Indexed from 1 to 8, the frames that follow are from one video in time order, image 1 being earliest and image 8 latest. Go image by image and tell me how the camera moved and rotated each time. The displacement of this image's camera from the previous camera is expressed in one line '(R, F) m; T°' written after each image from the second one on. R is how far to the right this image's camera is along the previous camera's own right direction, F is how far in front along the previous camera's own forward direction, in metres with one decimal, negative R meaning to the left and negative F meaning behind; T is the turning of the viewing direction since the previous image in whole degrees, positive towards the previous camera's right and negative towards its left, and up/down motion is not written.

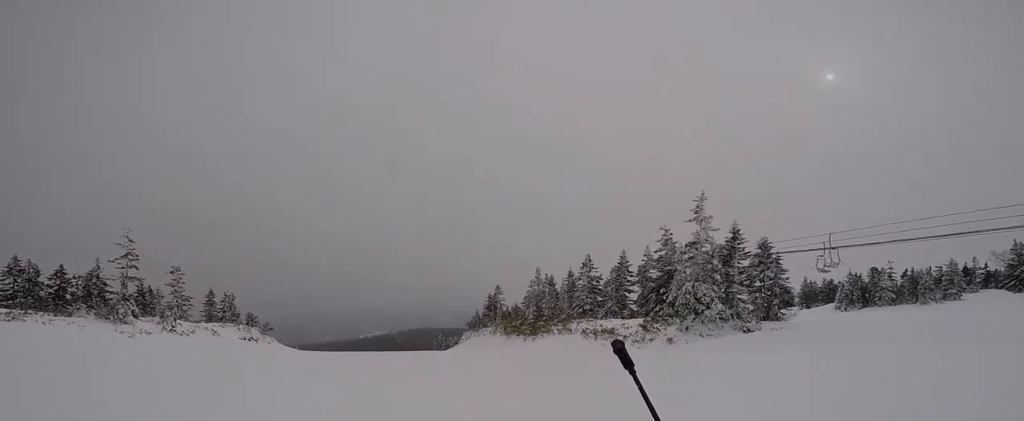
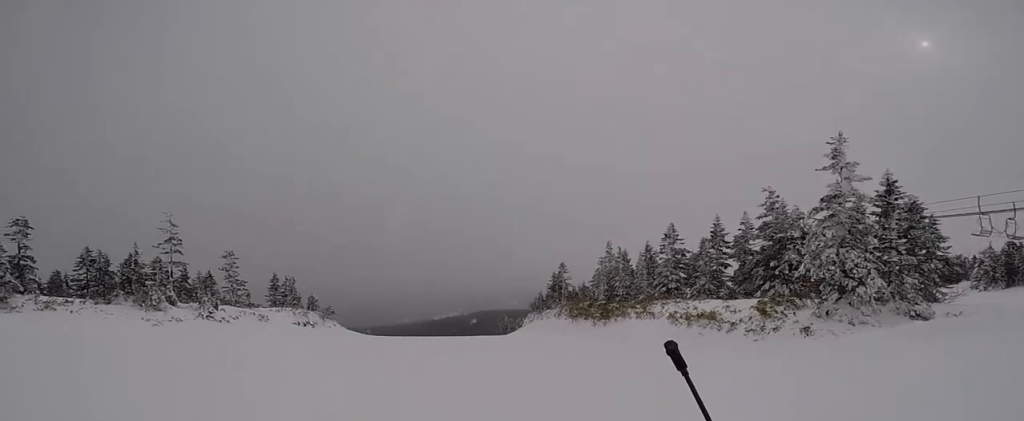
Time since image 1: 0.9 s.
(-0.1, +5.1) m; -3°
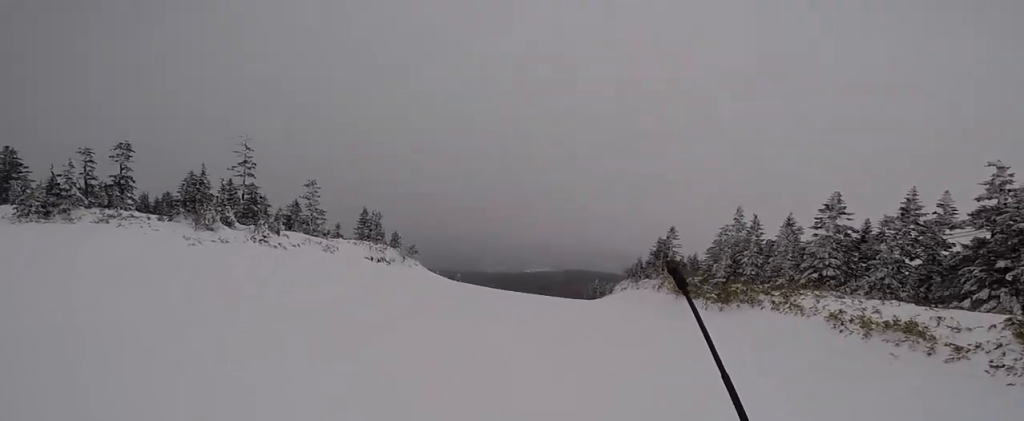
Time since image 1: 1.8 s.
(-0.1, +5.8) m; -15°
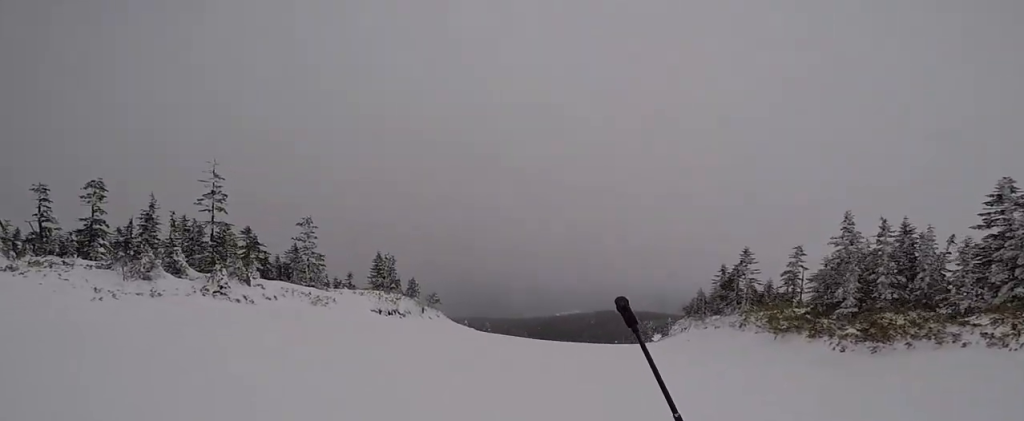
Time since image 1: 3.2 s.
(-2.1, +8.0) m; -13°
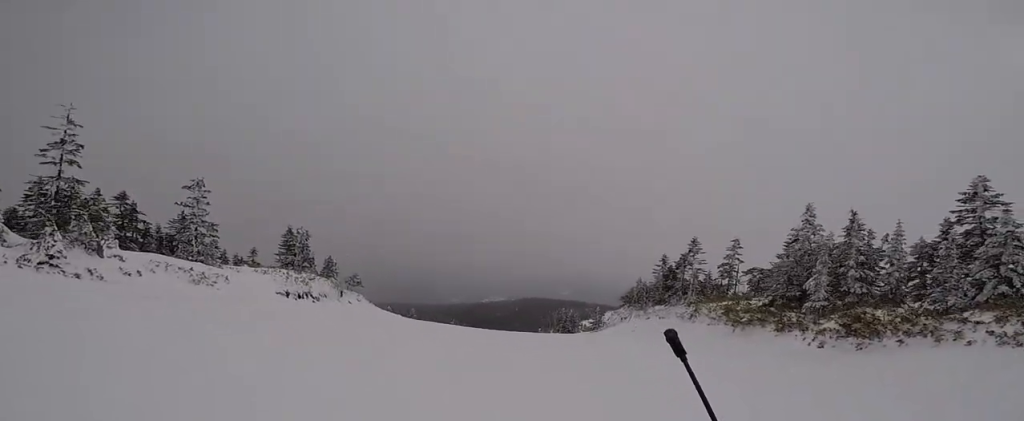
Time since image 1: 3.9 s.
(0.0, +4.1) m; +5°
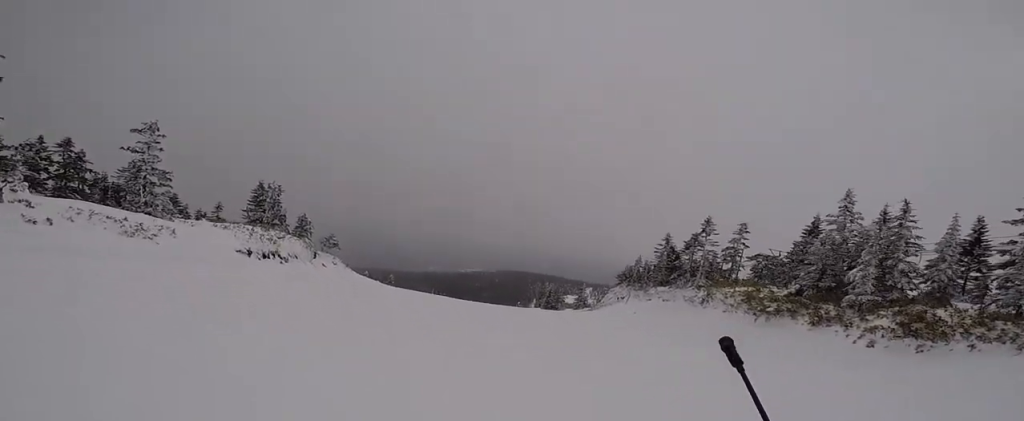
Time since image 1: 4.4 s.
(-0.1, +3.2) m; +15°
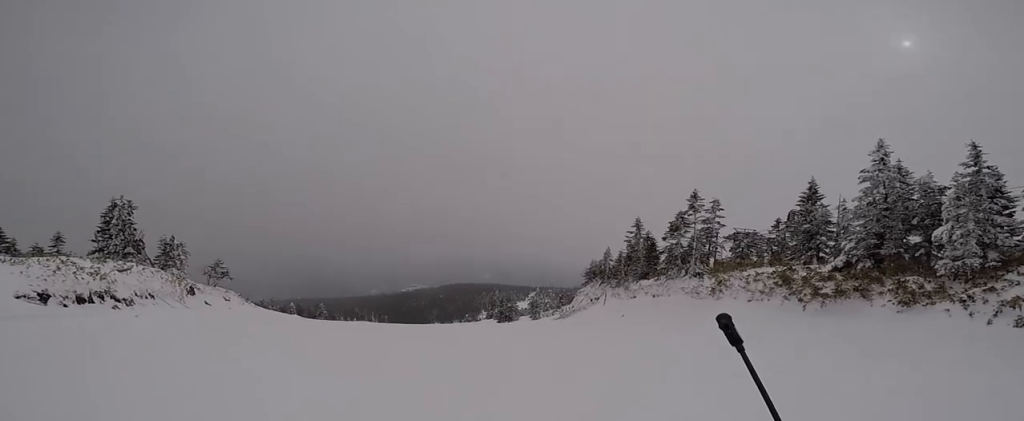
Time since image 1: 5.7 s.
(+2.6, +7.2) m; +19°
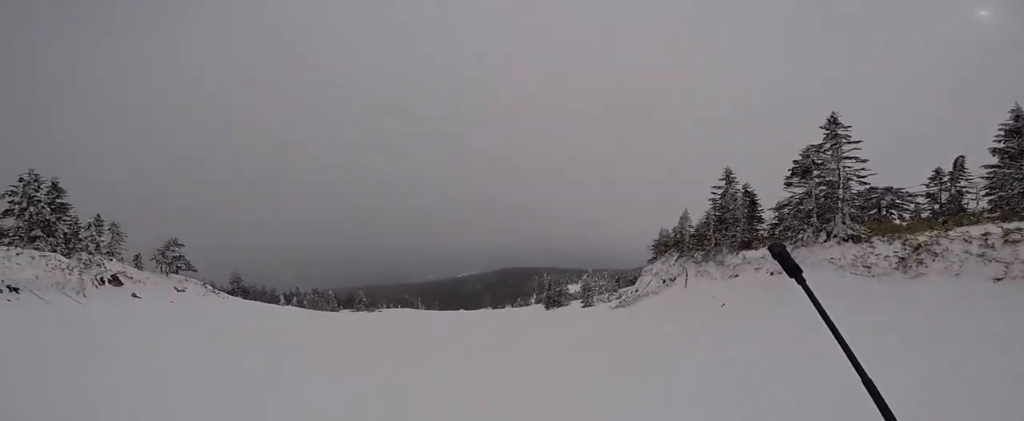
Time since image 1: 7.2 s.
(-2.9, +9.1) m; -32°
